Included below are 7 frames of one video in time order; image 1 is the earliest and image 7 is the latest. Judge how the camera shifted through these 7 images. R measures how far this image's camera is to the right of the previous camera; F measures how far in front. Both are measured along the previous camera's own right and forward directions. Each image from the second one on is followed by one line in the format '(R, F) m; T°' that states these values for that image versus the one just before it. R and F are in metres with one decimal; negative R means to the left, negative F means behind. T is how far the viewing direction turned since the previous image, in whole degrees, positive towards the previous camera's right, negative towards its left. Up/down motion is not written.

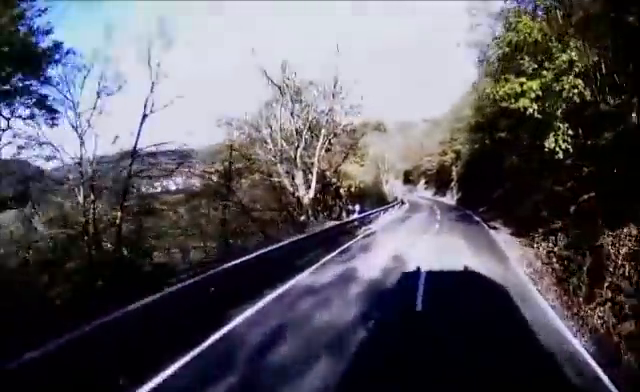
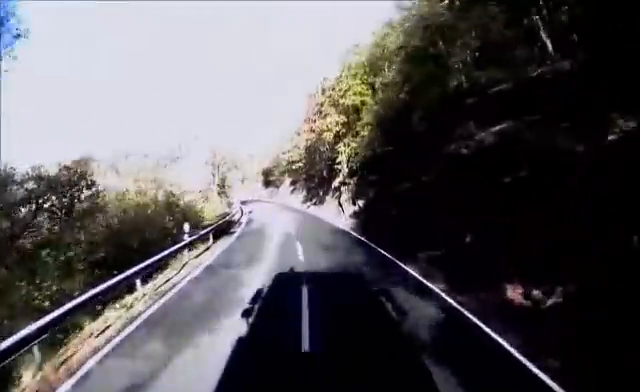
(+5.6, +24.8) m; +14°
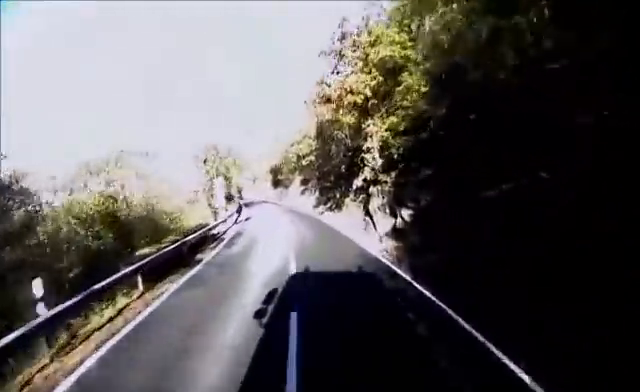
(+0.2, +7.6) m; 0°
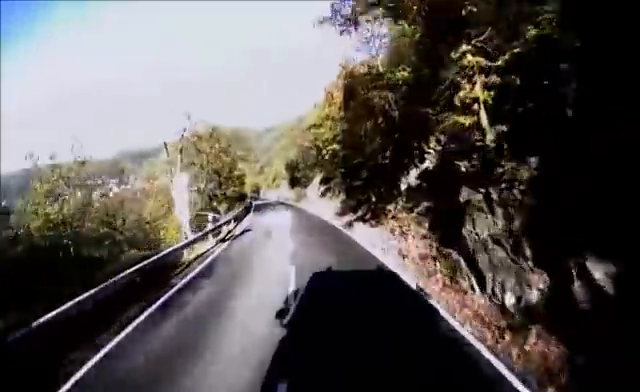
(-0.2, +8.2) m; -2°
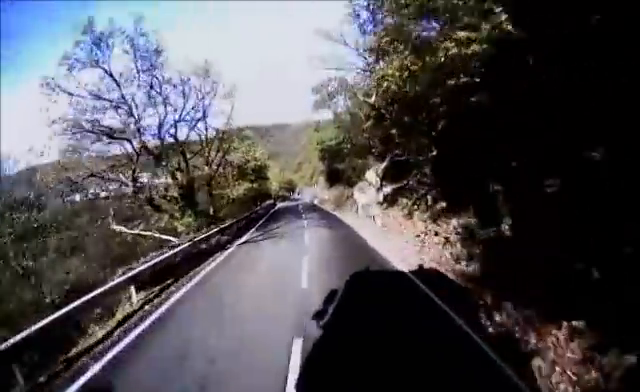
(-0.5, +17.1) m; -3°
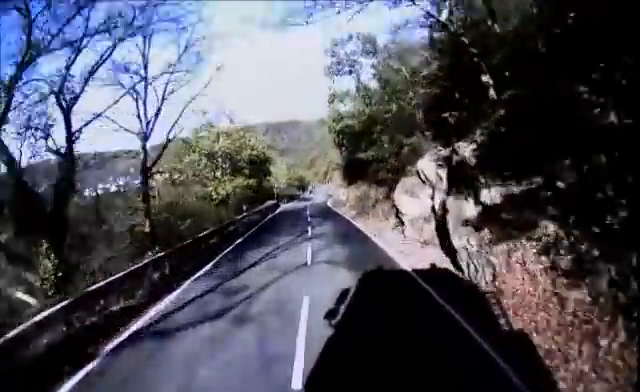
(-0.1, +10.3) m; -1°
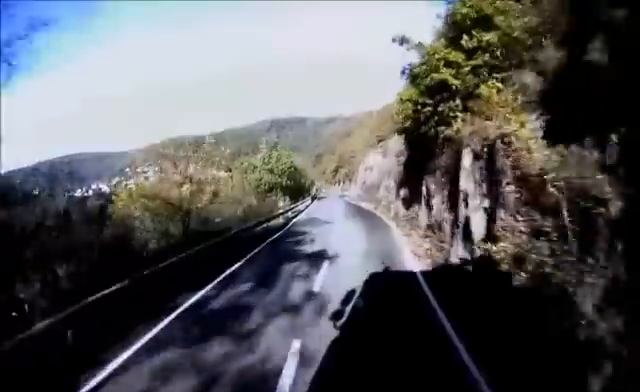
(-2.8, +43.9) m; -6°
